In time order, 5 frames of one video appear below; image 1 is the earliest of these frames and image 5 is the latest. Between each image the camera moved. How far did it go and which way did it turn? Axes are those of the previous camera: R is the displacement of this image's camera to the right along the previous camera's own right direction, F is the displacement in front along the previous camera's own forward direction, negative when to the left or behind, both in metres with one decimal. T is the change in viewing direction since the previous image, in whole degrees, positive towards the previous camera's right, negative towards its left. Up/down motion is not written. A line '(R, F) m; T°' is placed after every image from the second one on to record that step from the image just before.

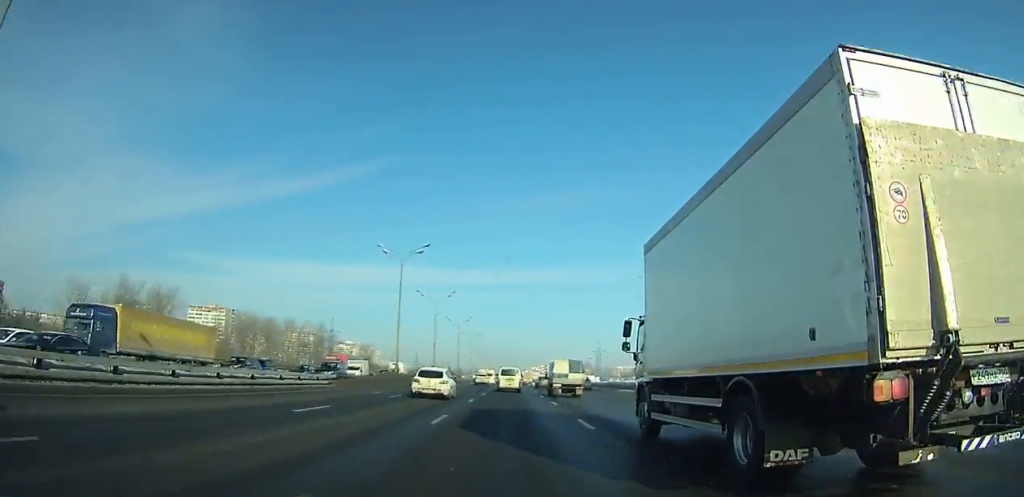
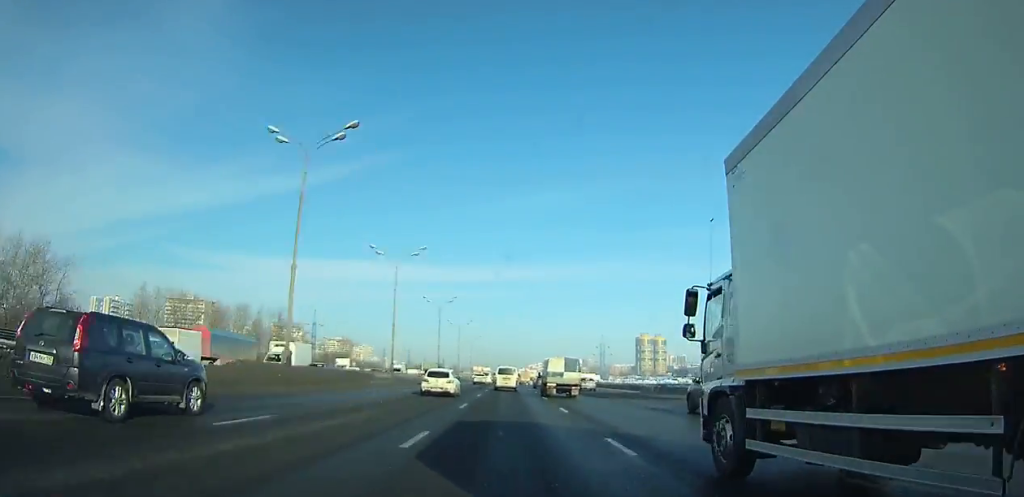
(0.0, +27.8) m; 0°
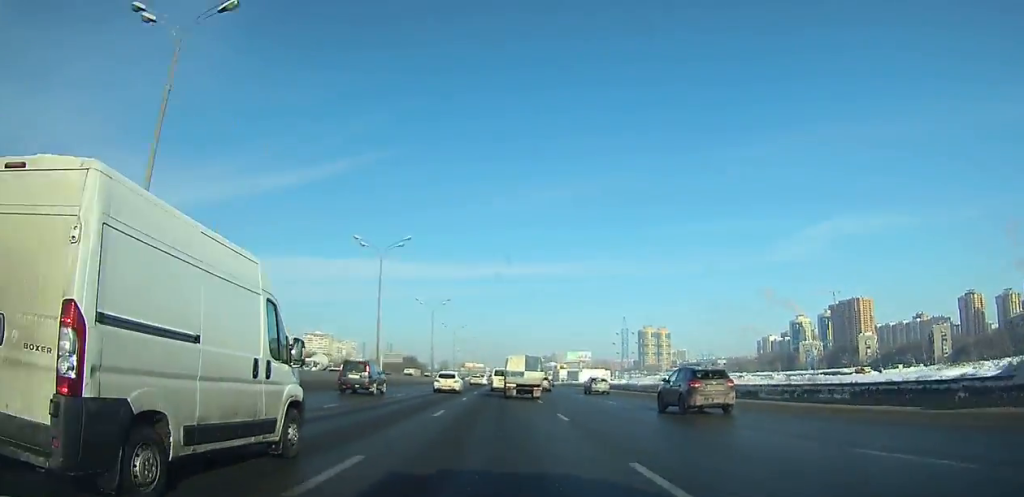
(+0.1, +76.0) m; 0°
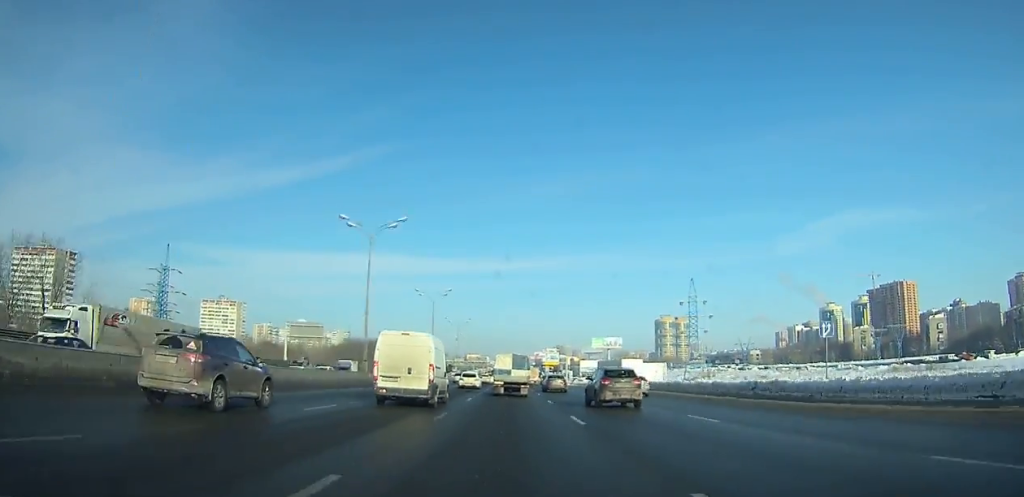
(+0.1, +85.5) m; 0°
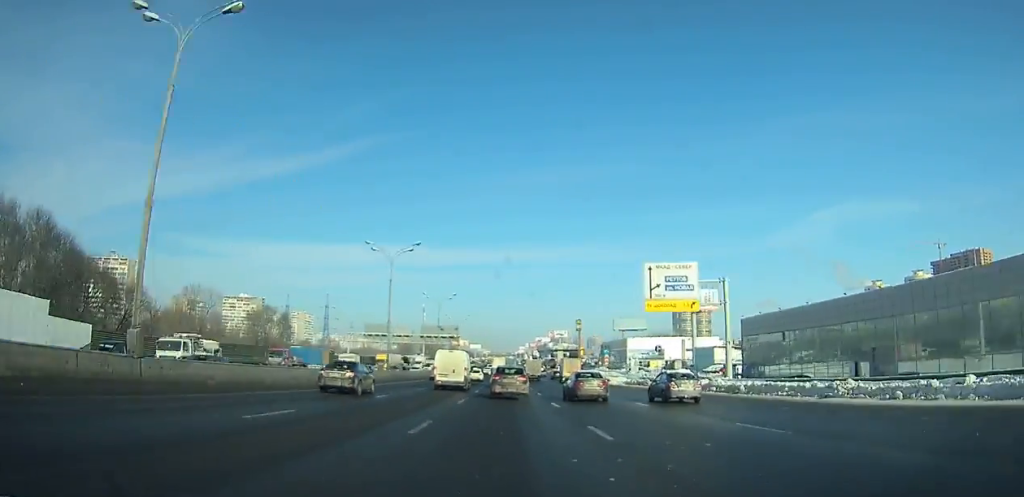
(-0.2, +143.1) m; 0°
